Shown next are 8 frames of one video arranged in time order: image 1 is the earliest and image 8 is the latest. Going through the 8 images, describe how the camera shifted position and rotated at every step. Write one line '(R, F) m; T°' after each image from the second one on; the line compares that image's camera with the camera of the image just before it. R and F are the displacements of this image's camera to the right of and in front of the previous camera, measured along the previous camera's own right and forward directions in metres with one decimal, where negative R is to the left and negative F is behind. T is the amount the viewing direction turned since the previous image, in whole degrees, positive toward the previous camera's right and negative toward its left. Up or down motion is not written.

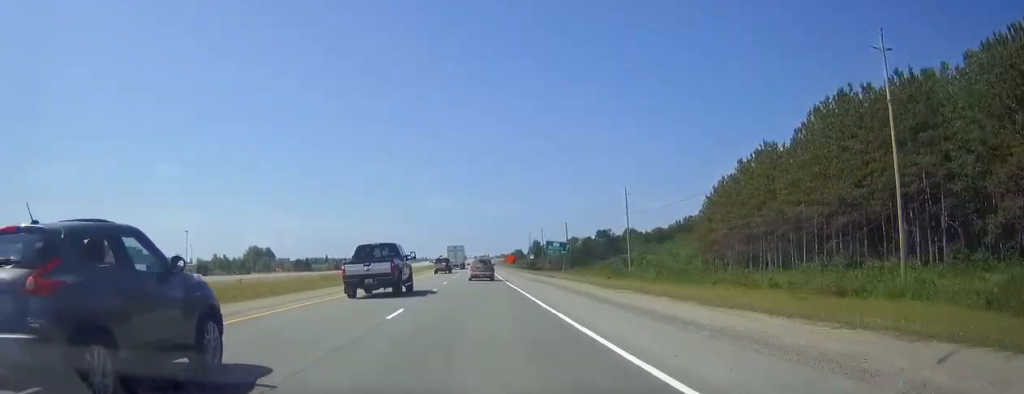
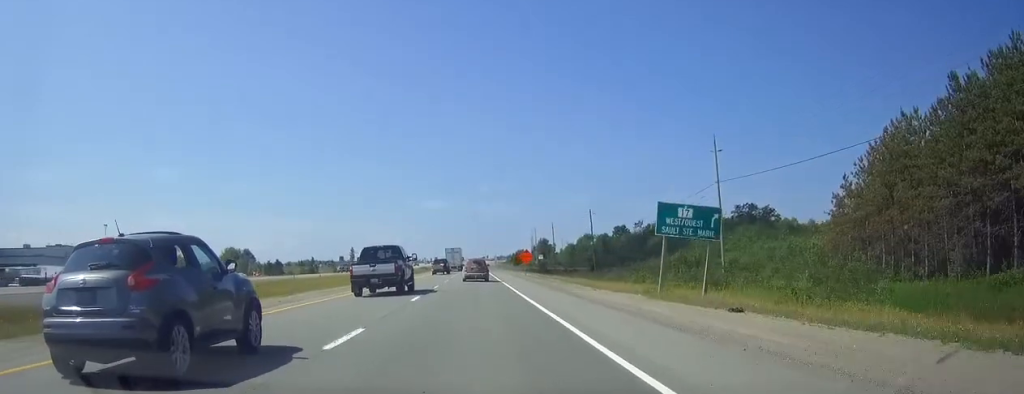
(+0.1, +42.2) m; 0°
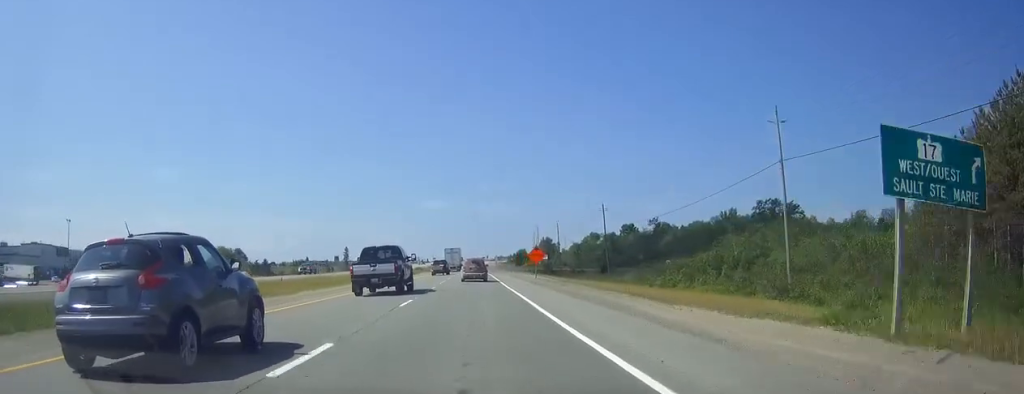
(0.0, +14.6) m; 0°
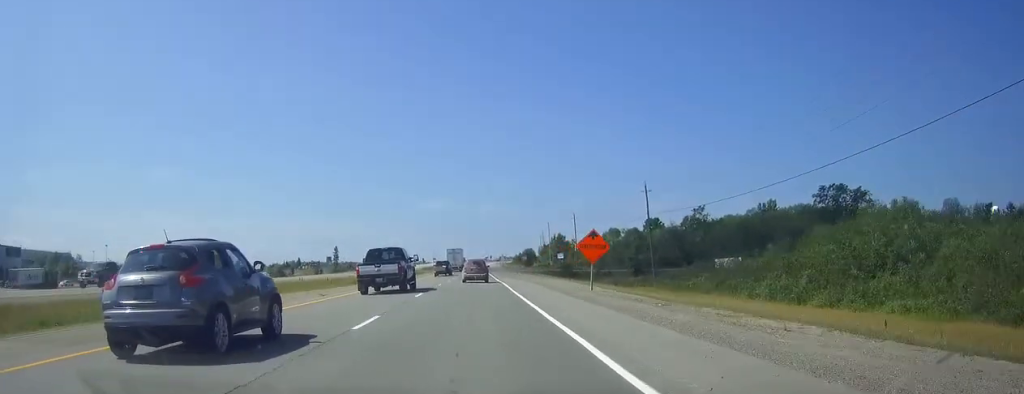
(-0.1, +31.1) m; 0°
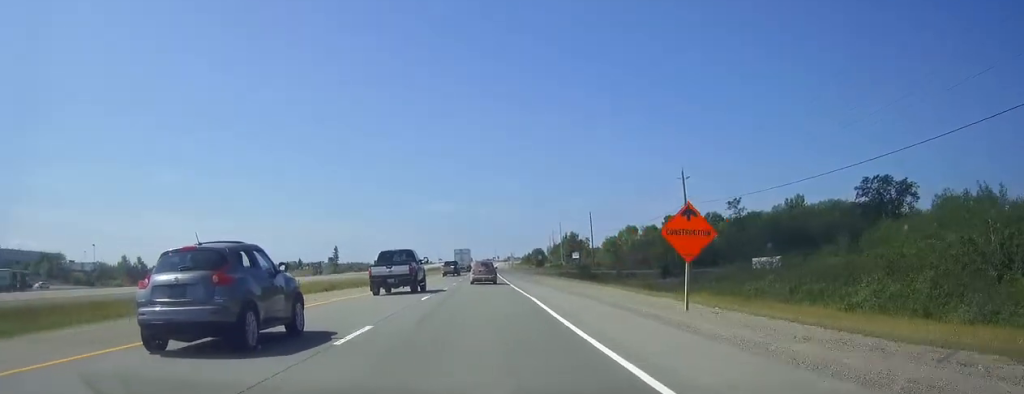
(0.0, +14.8) m; 0°
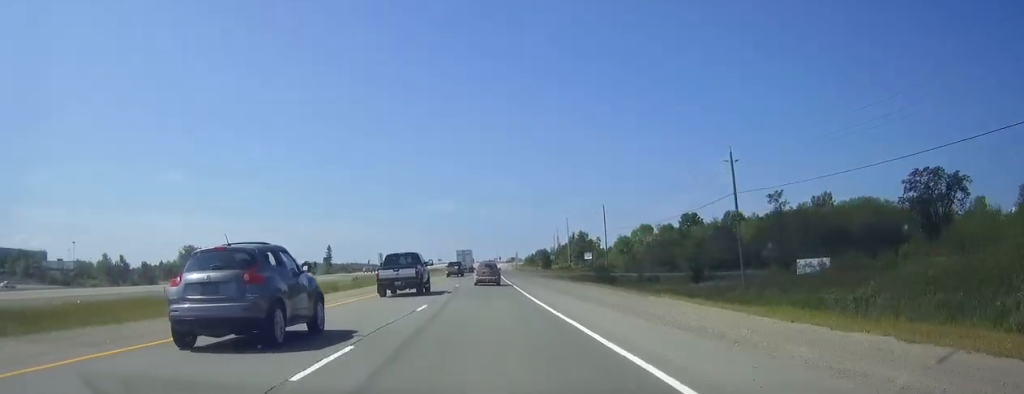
(0.0, +15.7) m; 0°
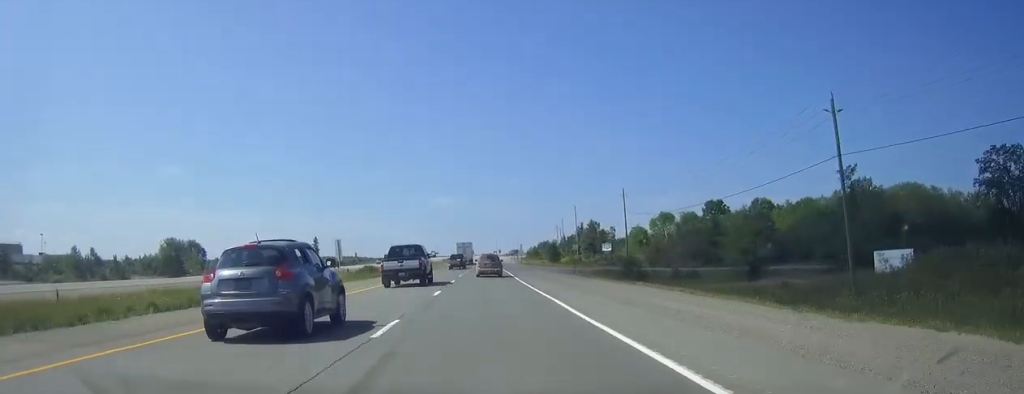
(0.0, +20.7) m; 0°
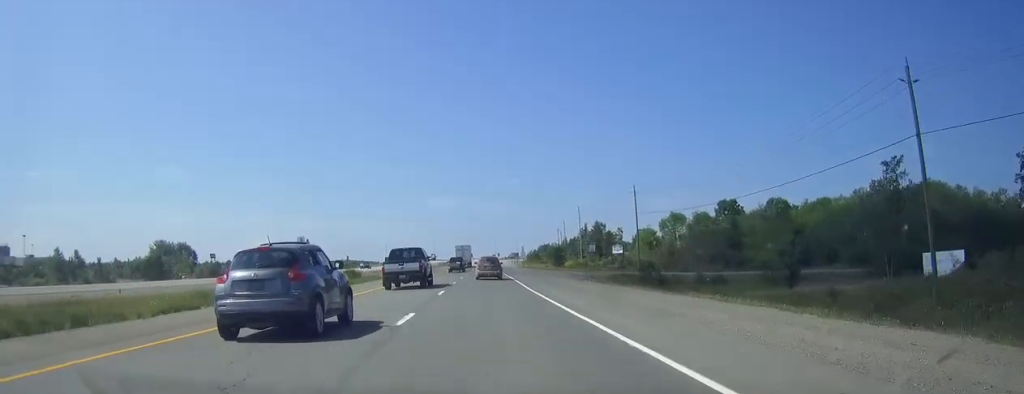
(0.0, +10.0) m; 0°
